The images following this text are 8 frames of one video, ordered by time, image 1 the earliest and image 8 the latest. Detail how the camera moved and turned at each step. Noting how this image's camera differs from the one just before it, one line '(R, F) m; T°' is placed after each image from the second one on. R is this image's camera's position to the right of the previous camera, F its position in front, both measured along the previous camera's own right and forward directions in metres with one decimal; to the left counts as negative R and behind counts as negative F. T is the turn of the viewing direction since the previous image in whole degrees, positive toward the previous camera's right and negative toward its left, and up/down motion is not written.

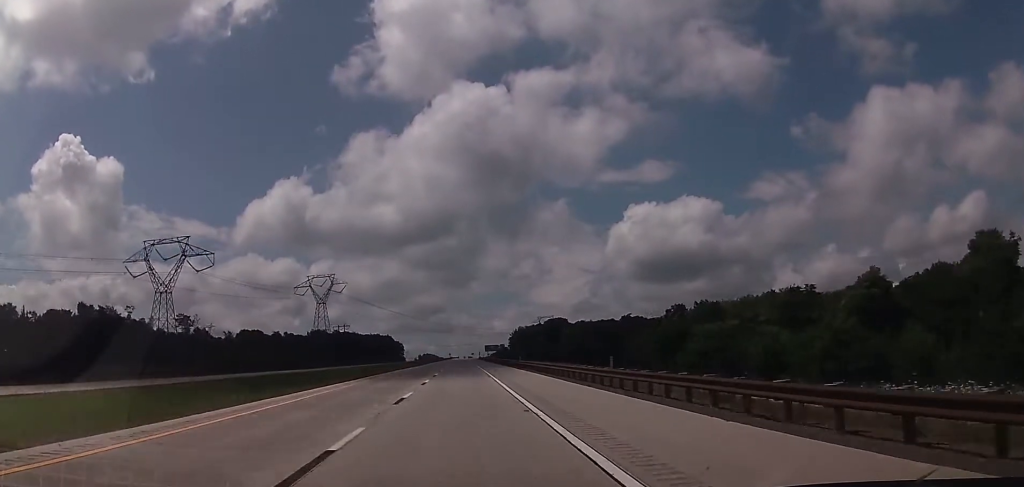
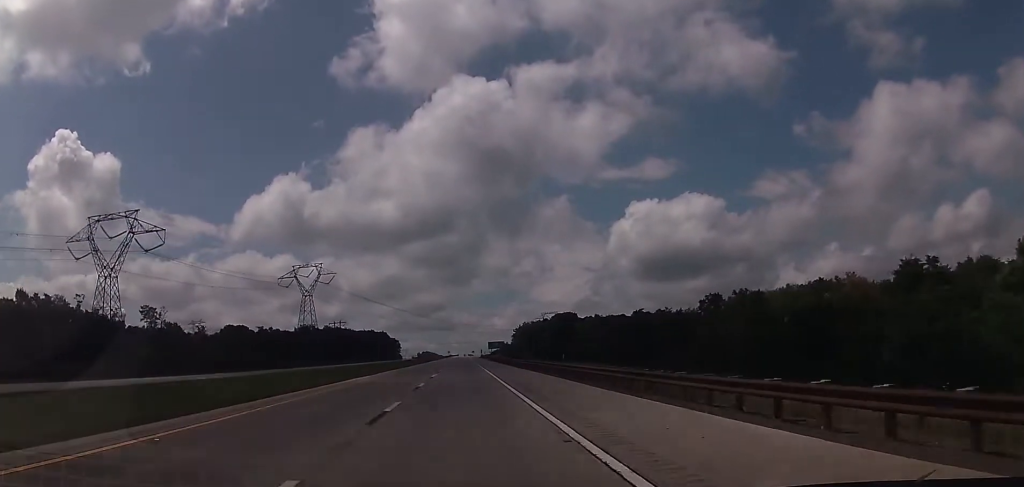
(0.0, +29.7) m; +1°
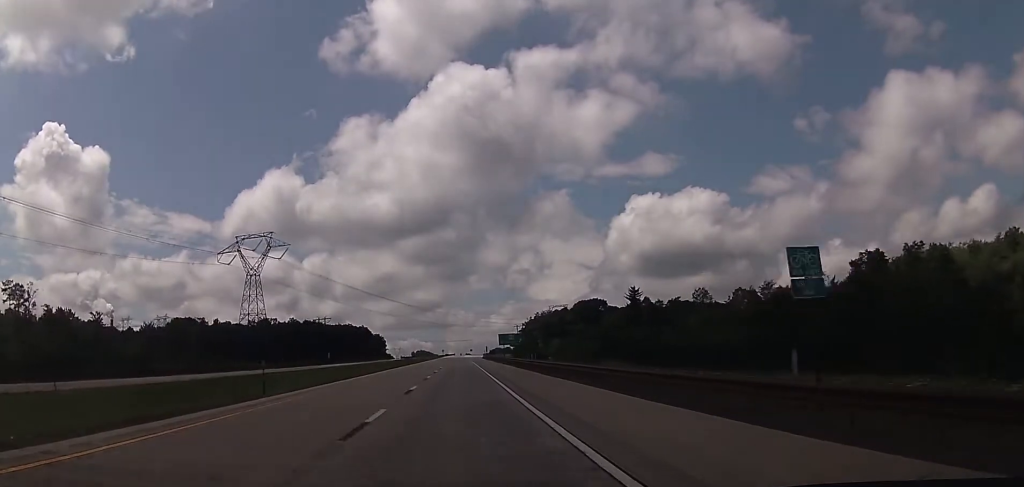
(+0.2, +74.9) m; -1°
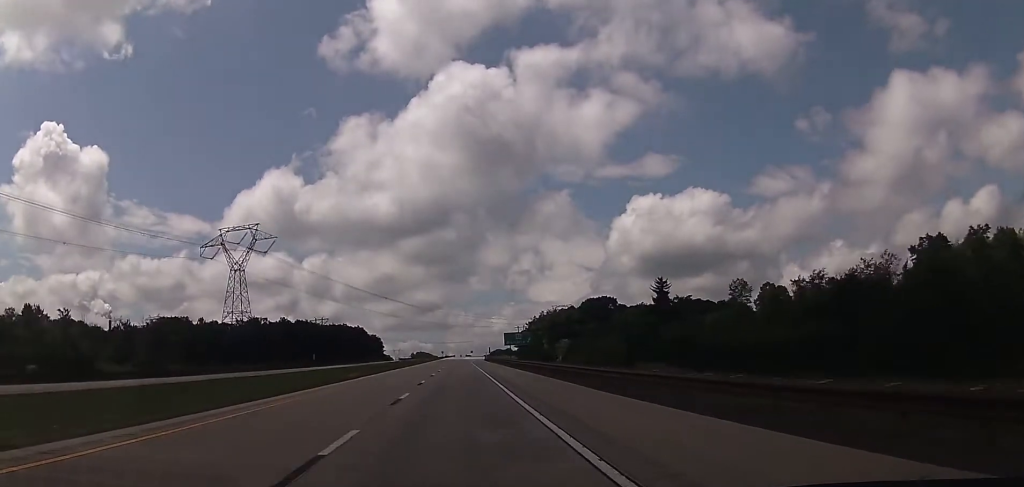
(0.0, +16.5) m; 0°
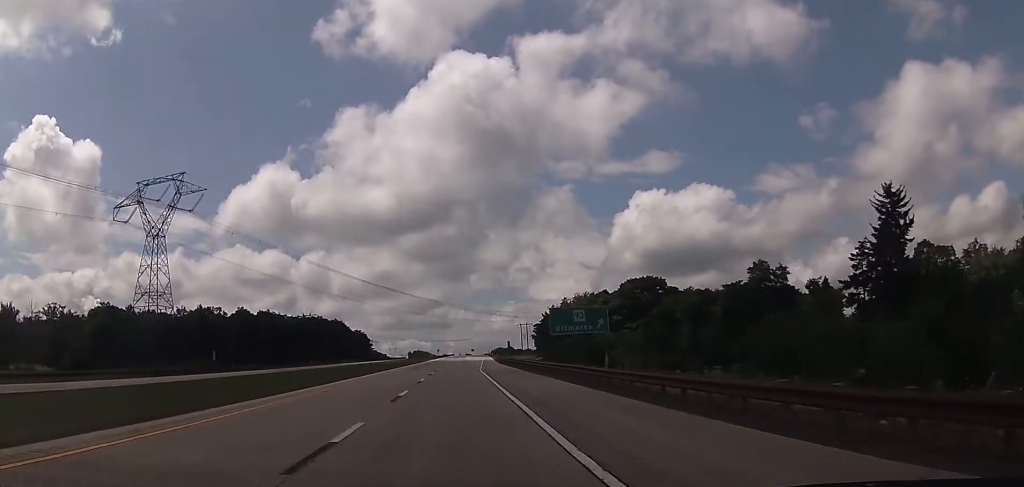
(0.0, +59.6) m; 0°
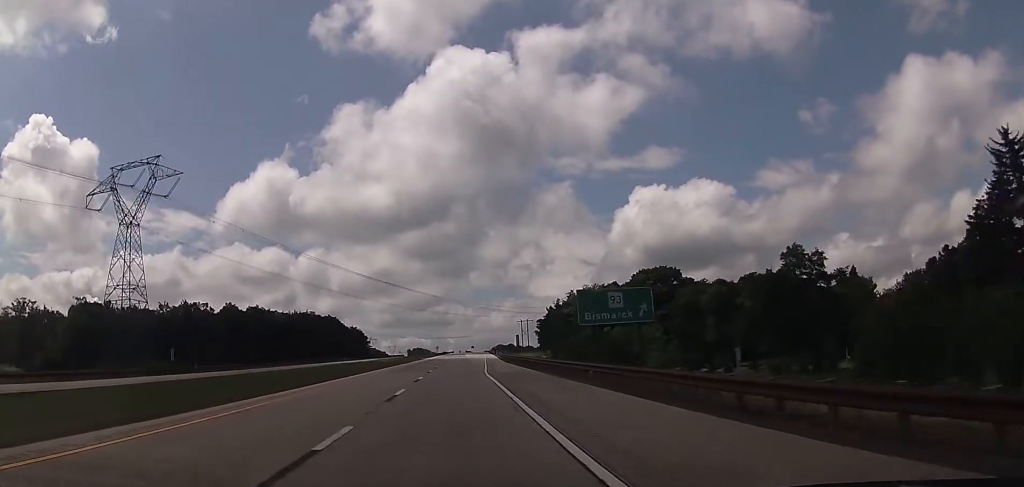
(-0.1, +13.2) m; 0°
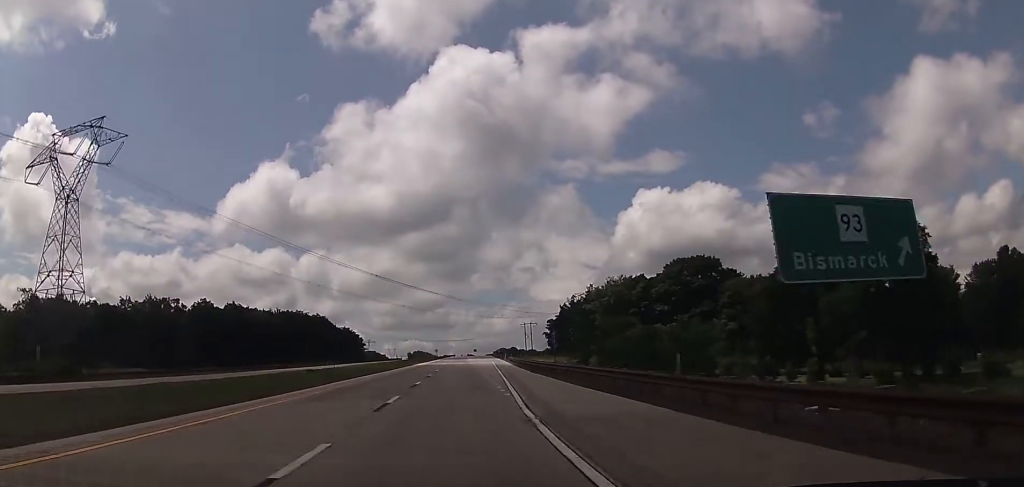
(+0.2, +26.4) m; 0°
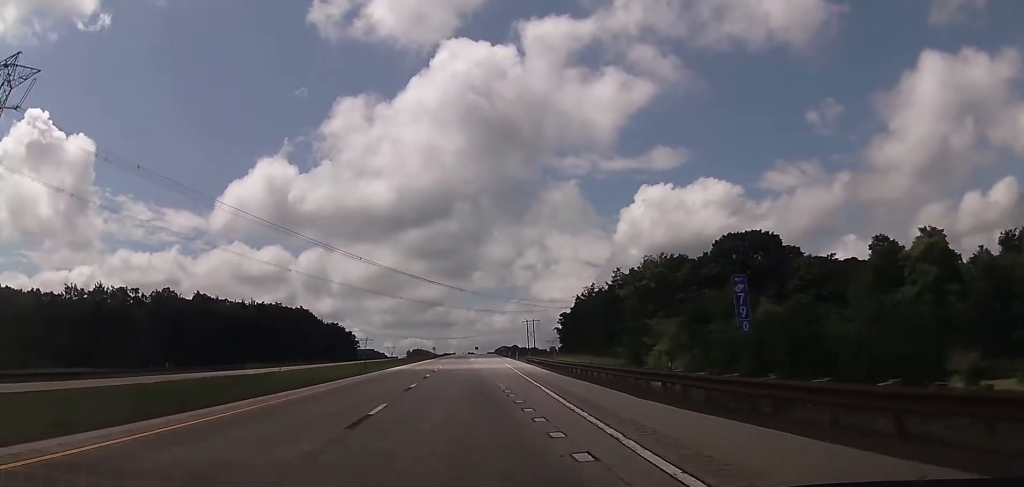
(+0.1, +28.5) m; 0°
